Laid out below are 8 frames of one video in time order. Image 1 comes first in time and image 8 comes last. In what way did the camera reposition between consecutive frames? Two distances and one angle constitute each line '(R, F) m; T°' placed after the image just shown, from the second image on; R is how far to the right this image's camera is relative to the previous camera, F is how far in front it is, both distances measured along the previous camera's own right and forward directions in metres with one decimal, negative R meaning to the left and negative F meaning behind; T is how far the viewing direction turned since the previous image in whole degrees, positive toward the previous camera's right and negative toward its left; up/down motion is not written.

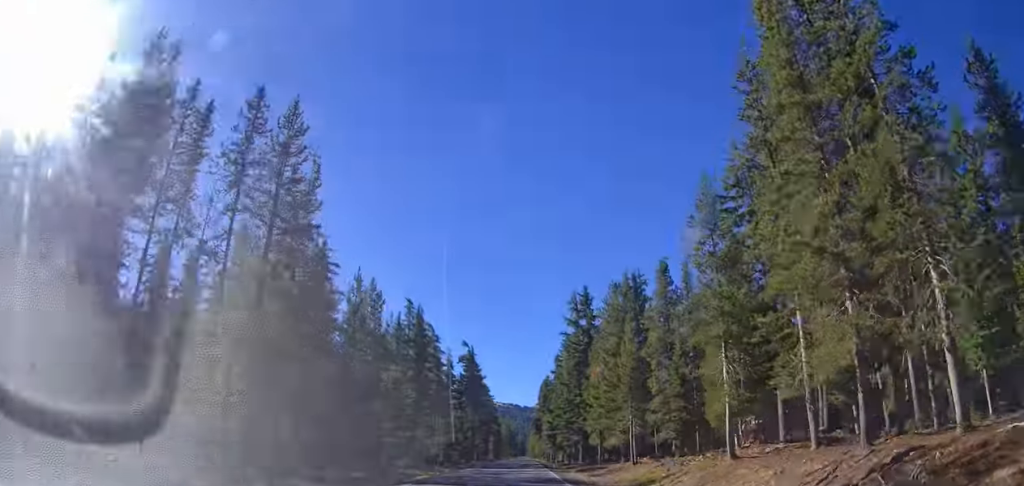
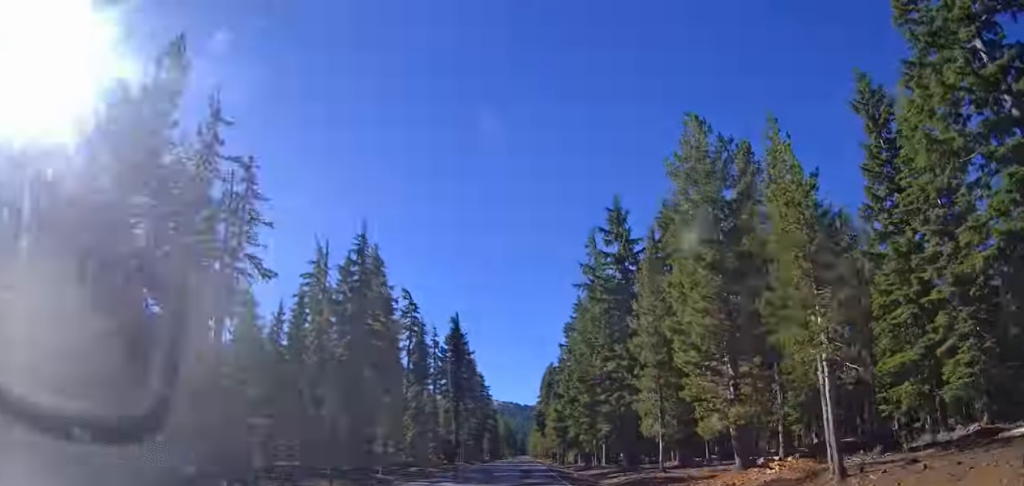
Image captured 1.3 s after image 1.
(+0.6, +26.2) m; 0°
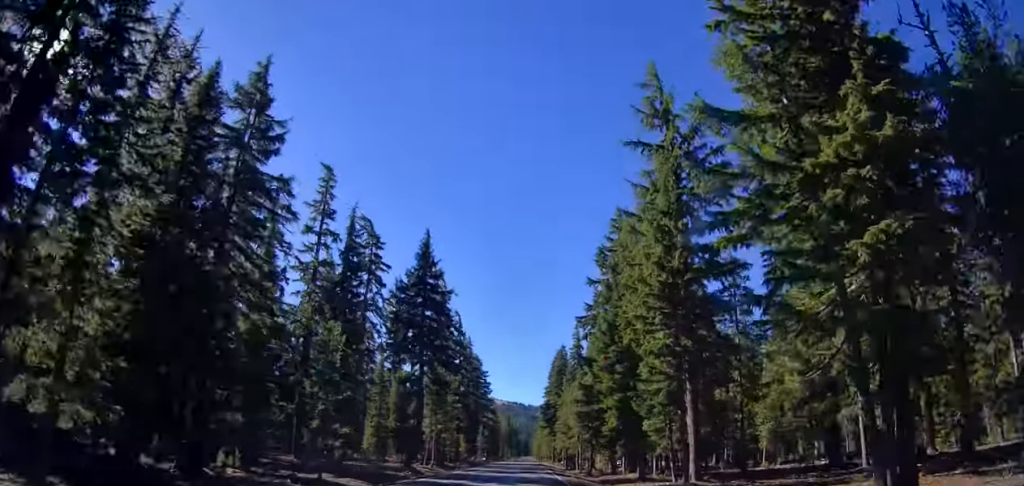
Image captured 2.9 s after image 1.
(+0.5, +32.2) m; +1°
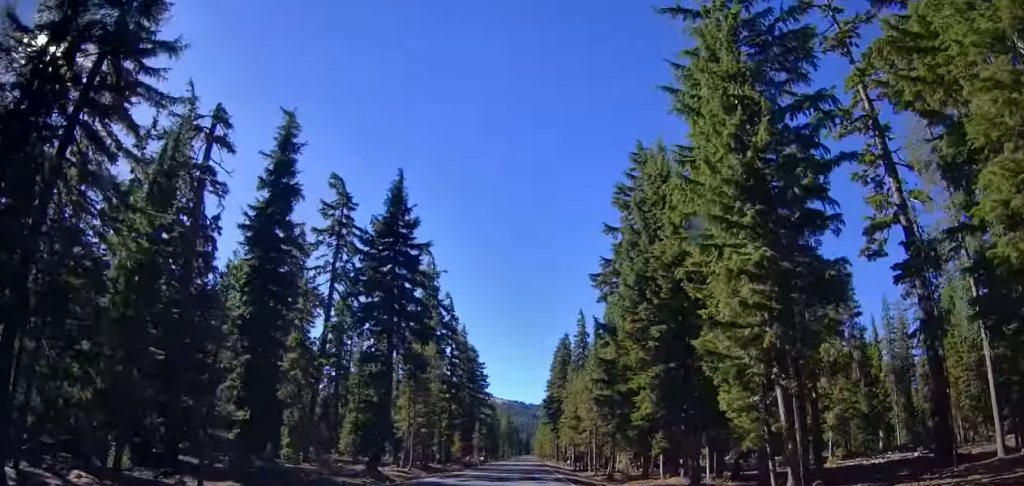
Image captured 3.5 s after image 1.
(-0.2, +12.1) m; -1°
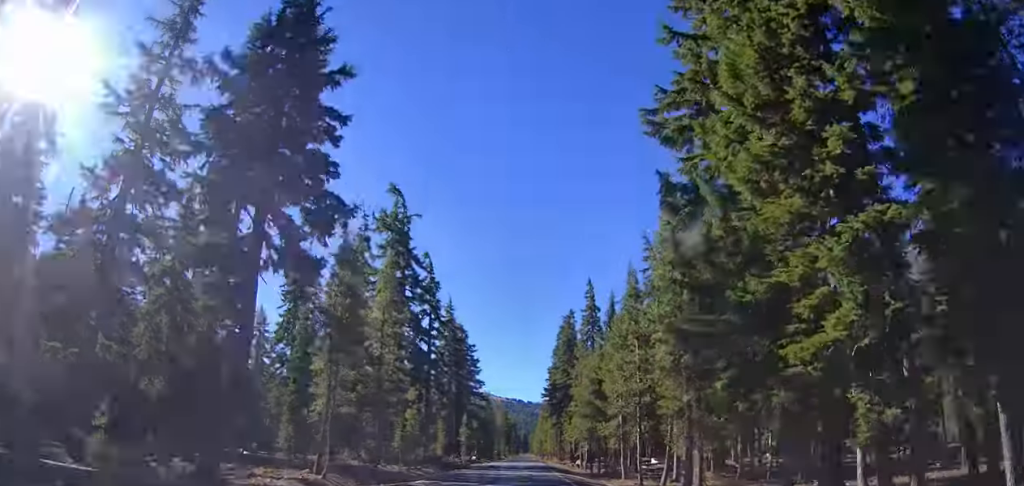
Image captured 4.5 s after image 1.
(-0.5, +20.1) m; 0°
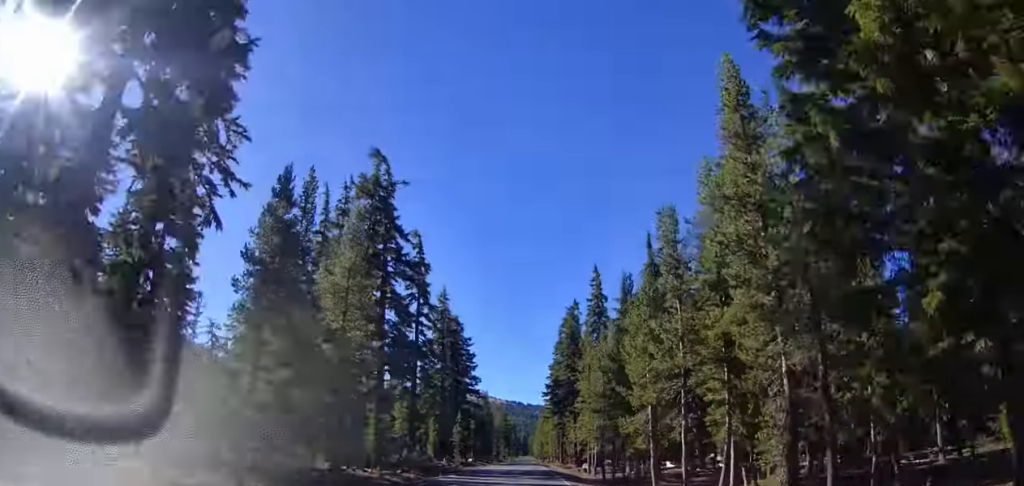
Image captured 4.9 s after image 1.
(+0.1, +8.6) m; +1°
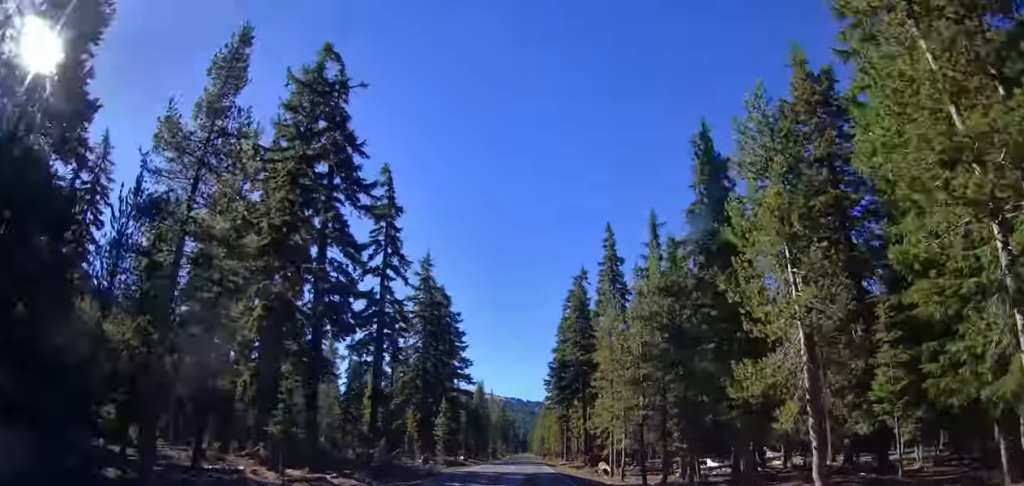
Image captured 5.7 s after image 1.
(+0.4, +16.2) m; -1°
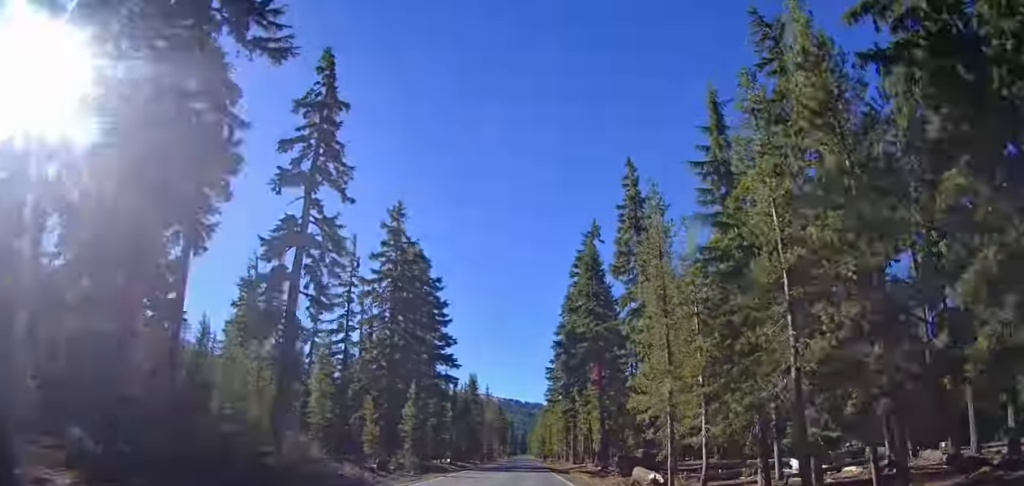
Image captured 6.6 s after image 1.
(-0.3, +18.3) m; -2°
